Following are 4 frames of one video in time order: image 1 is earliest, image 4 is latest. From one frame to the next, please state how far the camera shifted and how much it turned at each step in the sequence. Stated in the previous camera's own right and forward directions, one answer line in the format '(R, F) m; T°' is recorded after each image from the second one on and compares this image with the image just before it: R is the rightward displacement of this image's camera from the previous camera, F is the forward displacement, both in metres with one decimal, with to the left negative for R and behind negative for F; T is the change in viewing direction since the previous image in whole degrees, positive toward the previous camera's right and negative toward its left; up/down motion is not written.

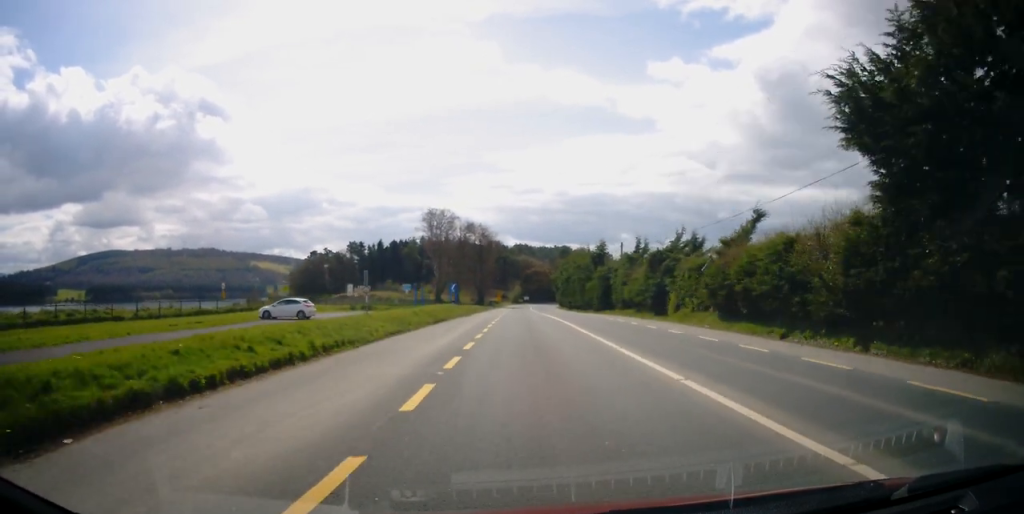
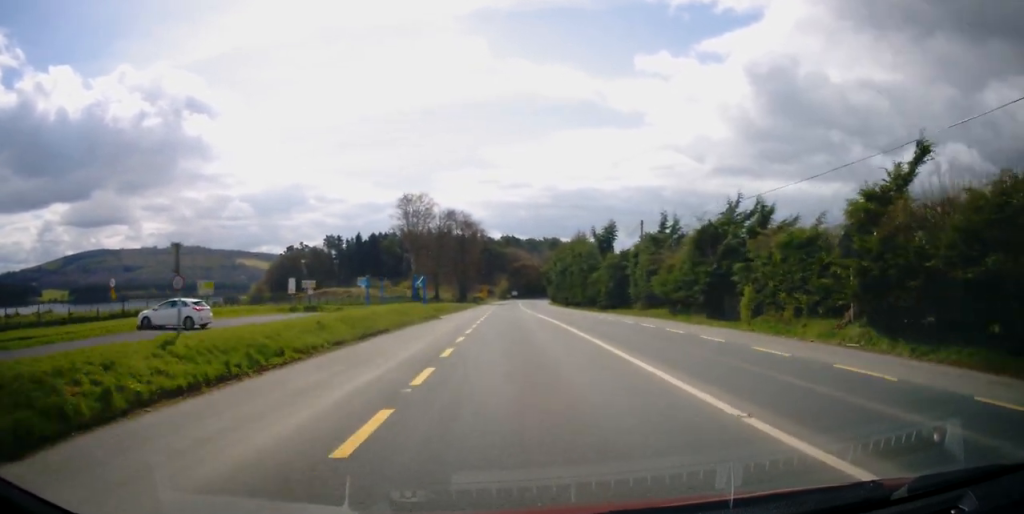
(+0.1, +13.3) m; 0°
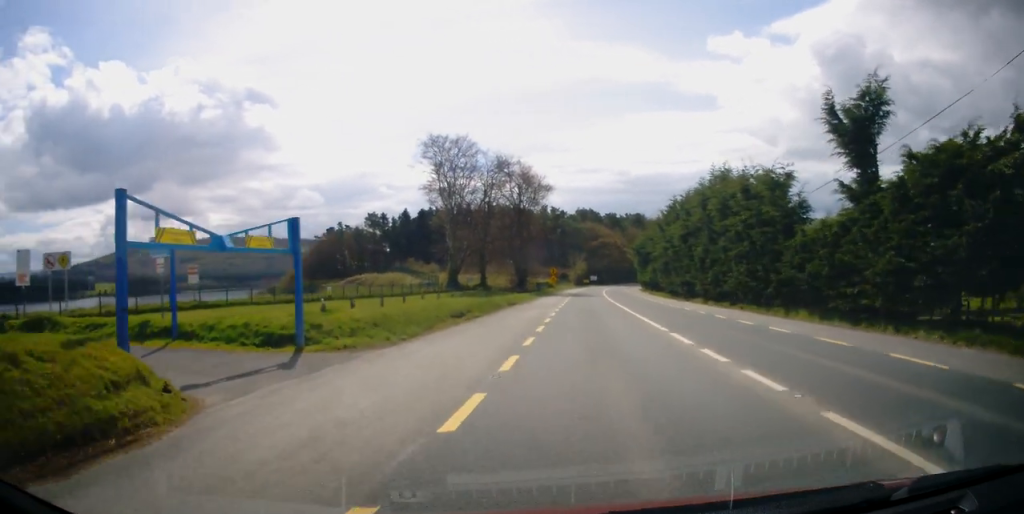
(-1.4, +31.6) m; -15°
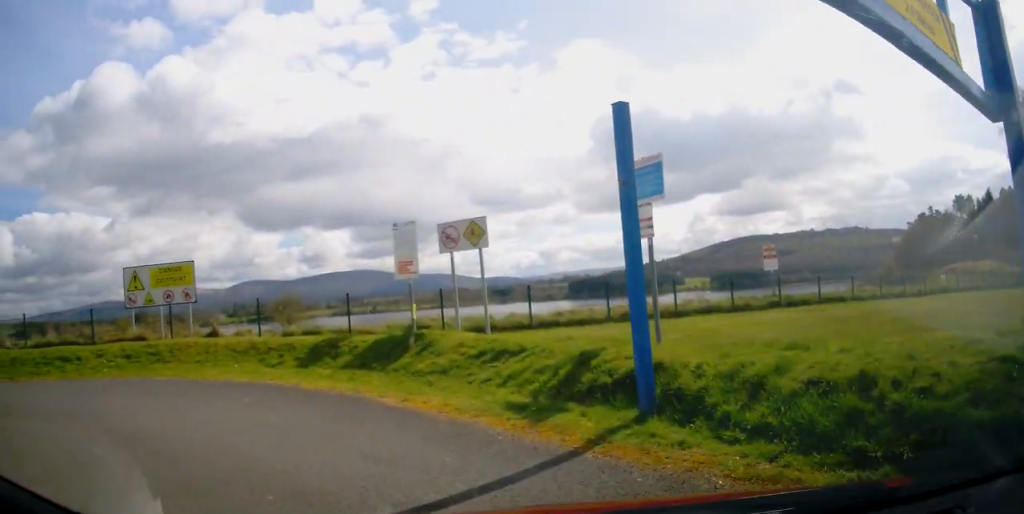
(-4.5, +7.9) m; -79°
